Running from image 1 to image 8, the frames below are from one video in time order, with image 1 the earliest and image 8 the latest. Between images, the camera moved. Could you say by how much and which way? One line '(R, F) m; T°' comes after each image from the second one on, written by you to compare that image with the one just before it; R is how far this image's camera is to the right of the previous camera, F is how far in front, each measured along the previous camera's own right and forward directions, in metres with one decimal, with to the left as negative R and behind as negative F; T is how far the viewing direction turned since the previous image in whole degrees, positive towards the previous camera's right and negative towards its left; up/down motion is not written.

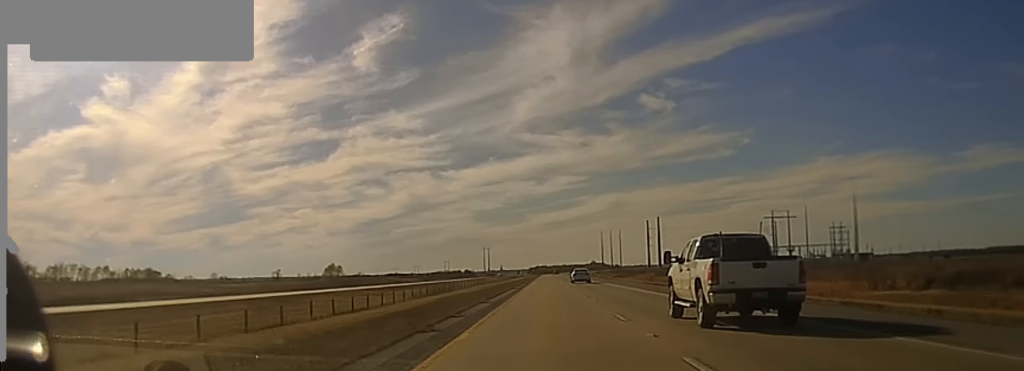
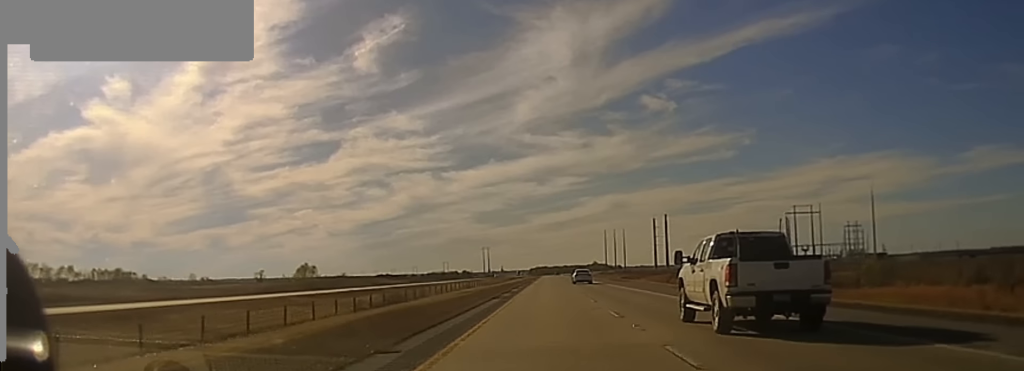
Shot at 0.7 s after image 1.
(0.0, +26.2) m; 0°
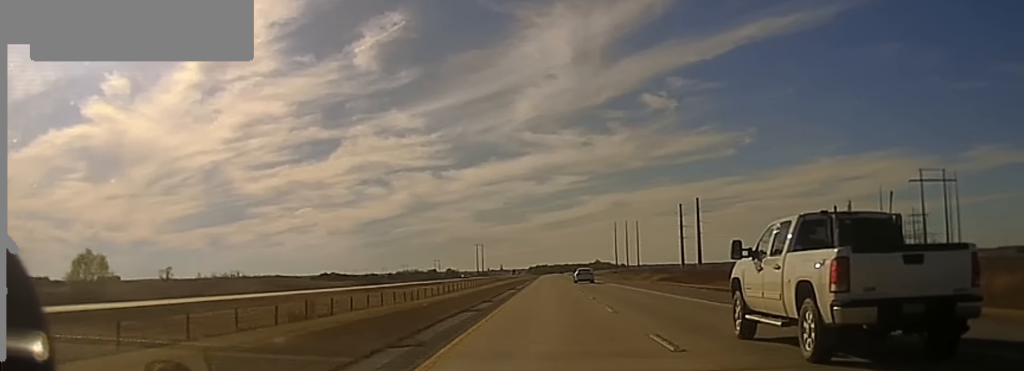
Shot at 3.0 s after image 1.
(-0.1, +89.4) m; 0°
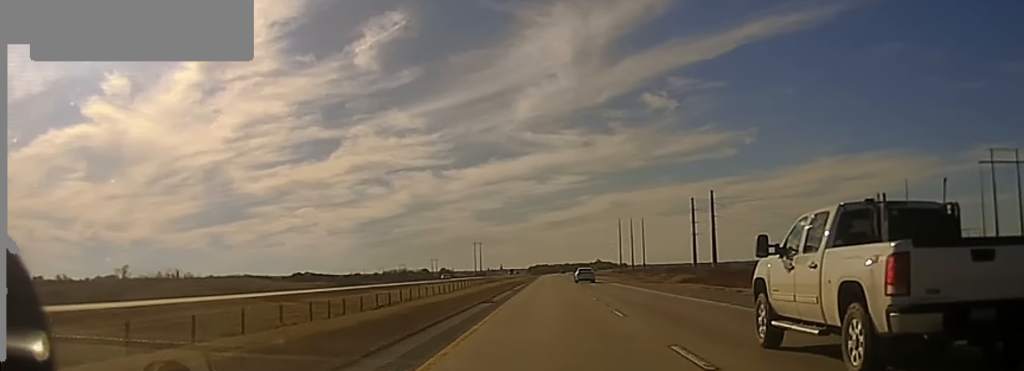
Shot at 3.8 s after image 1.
(0.0, +26.2) m; 0°
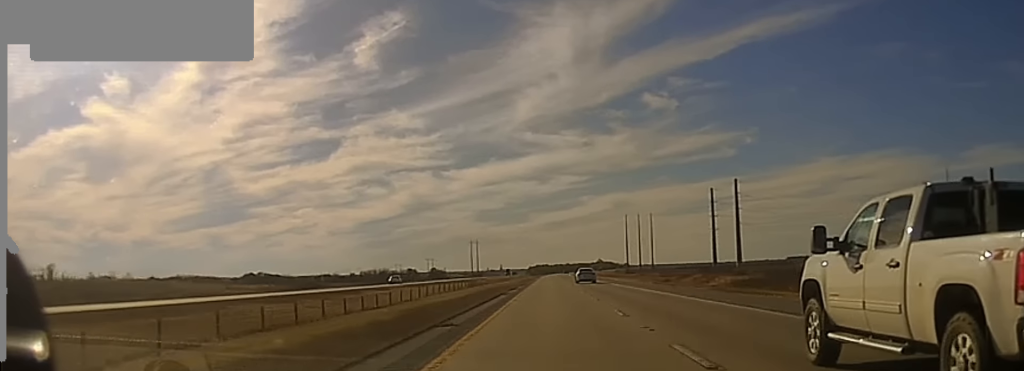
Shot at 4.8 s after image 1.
(+0.1, +31.9) m; 0°
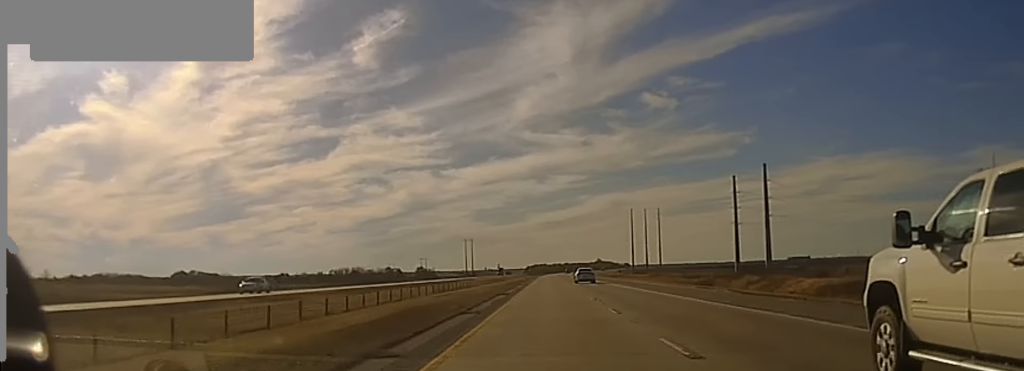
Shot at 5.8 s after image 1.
(-0.1, +31.2) m; 0°
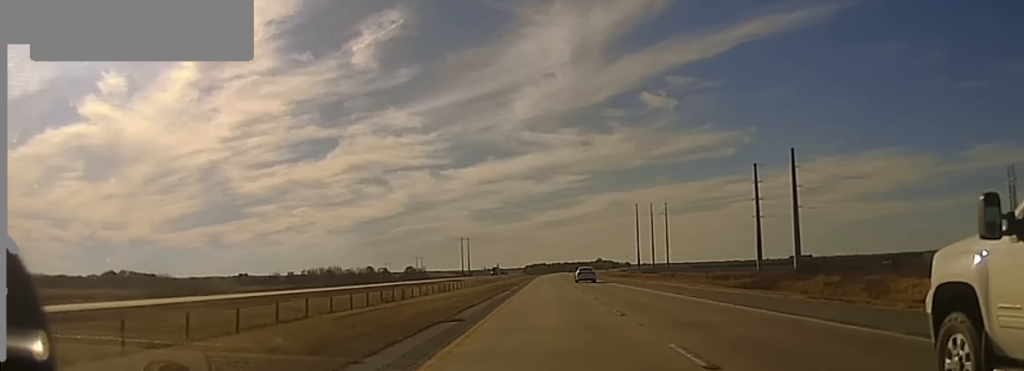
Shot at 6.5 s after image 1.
(0.0, +21.6) m; 0°
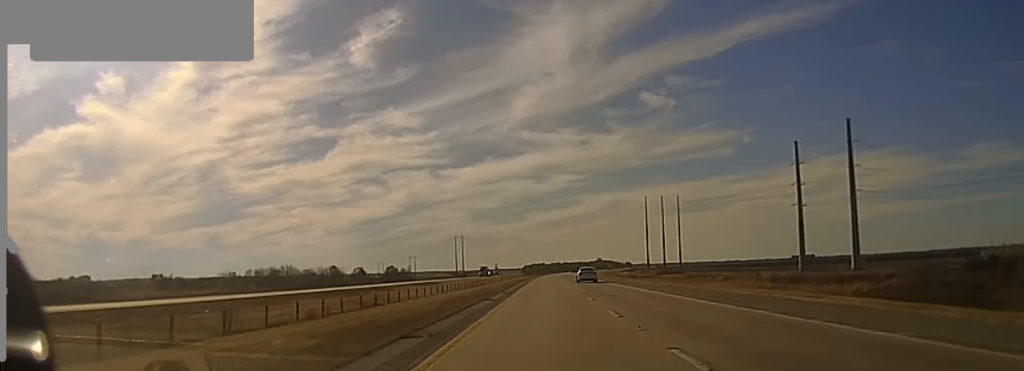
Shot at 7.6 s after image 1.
(0.0, +36.5) m; 0°
